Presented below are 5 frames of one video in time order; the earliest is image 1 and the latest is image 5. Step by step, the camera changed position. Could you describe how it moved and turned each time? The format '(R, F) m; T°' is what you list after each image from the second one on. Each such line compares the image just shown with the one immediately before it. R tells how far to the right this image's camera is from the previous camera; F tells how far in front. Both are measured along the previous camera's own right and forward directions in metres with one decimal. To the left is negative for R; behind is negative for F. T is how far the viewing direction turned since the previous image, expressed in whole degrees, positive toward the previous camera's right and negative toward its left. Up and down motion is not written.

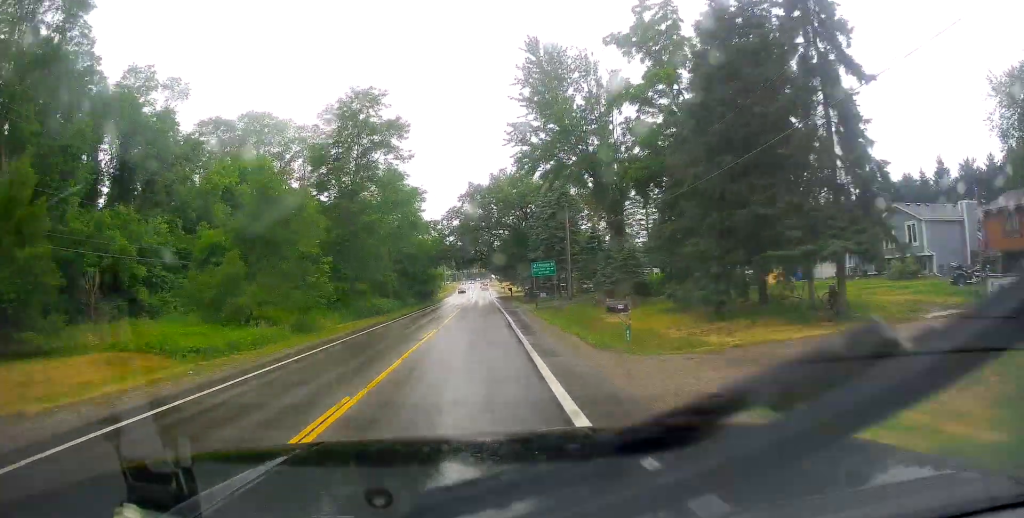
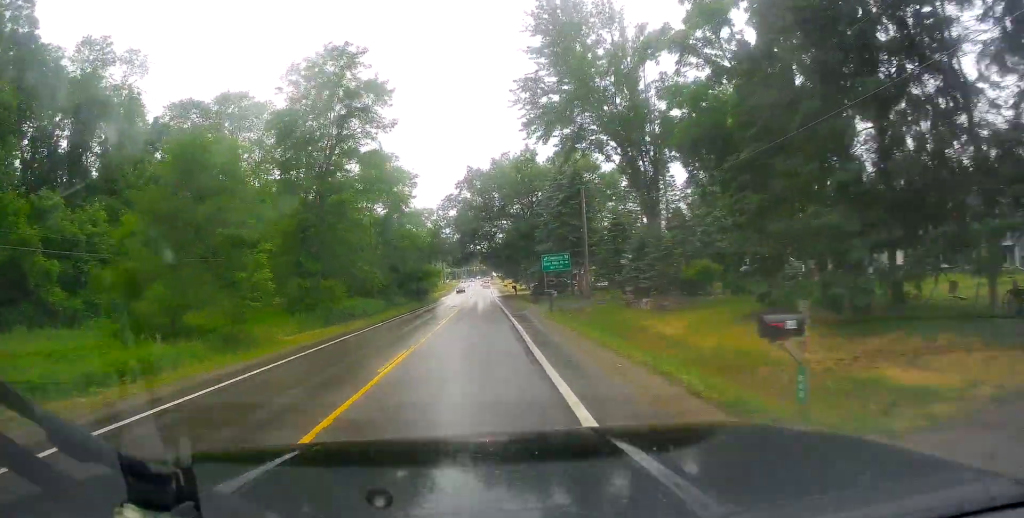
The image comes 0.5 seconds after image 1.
(+0.3, +9.0) m; 0°
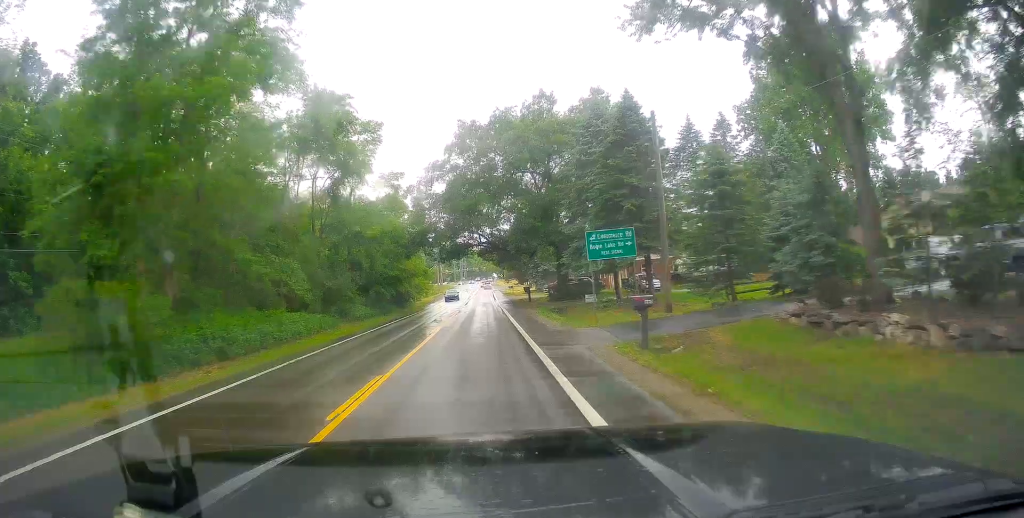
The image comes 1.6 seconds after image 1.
(-0.4, +20.0) m; 0°
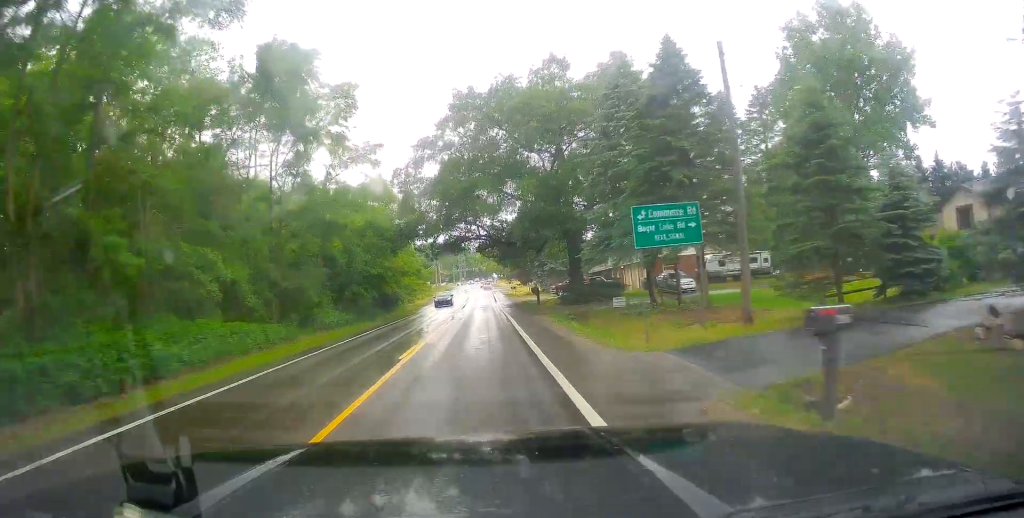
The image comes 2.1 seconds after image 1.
(+0.2, +7.9) m; 0°
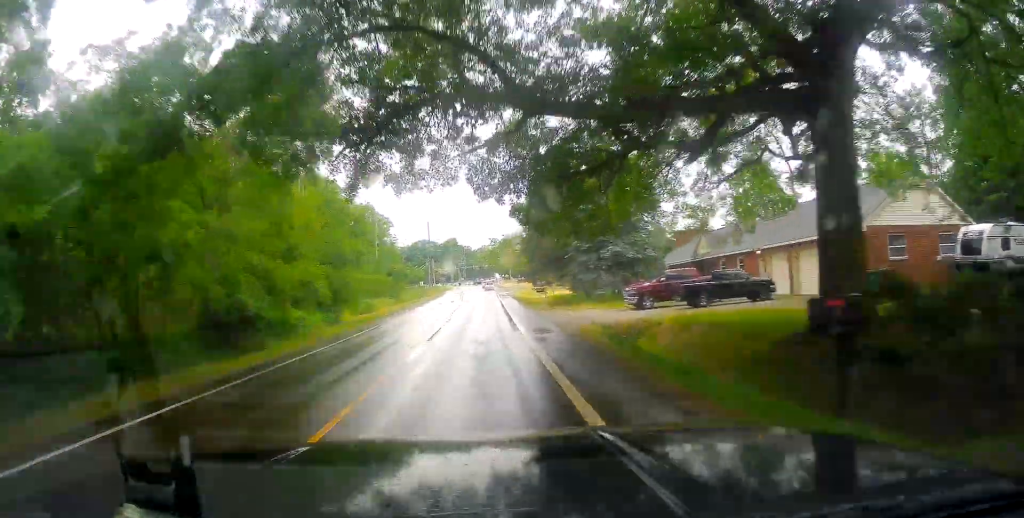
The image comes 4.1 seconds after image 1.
(-0.5, +34.1) m; -2°
